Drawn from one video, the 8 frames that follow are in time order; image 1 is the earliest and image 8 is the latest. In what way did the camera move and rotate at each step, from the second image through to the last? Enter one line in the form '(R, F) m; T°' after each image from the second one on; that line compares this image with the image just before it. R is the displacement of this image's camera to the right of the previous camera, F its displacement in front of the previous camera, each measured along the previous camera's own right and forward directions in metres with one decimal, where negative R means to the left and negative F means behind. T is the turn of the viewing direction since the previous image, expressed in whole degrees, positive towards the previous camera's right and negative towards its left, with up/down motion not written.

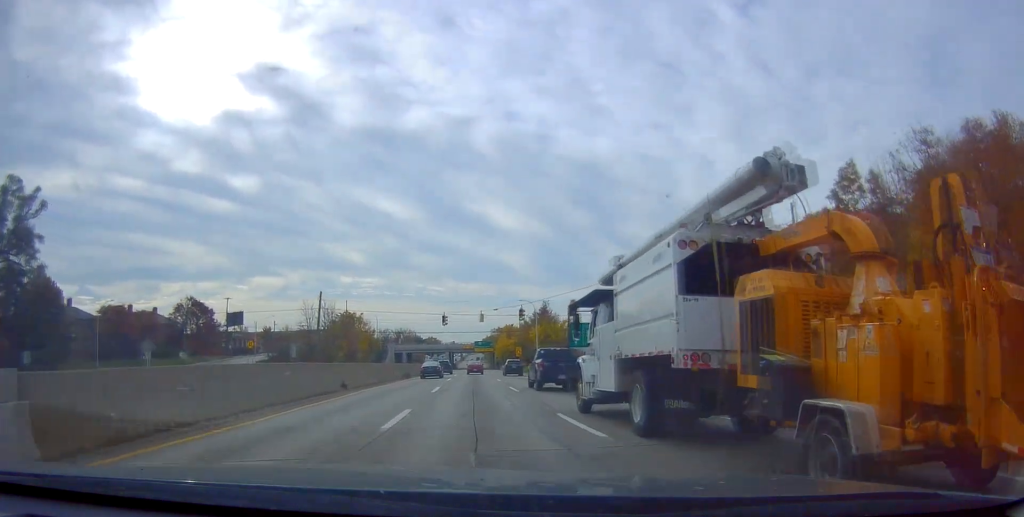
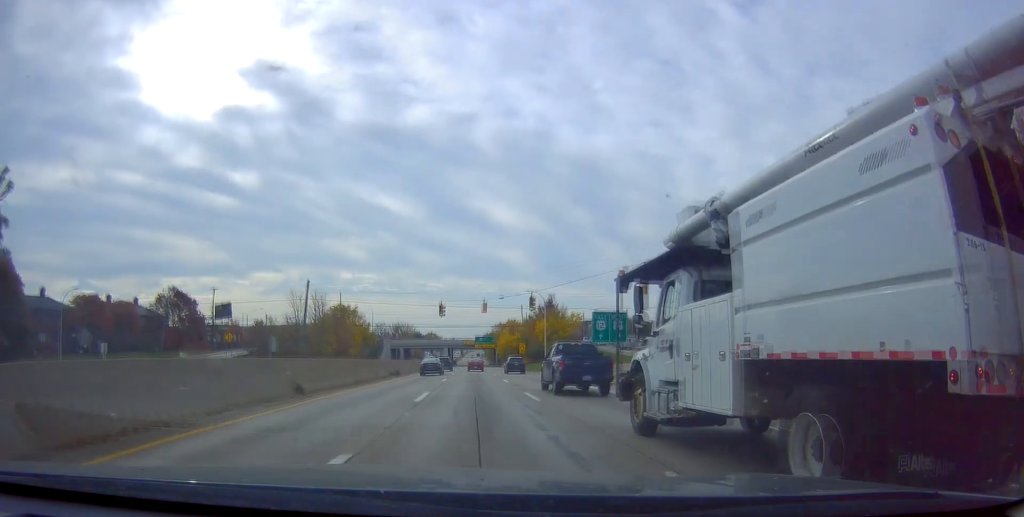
(-0.5, +8.0) m; 0°
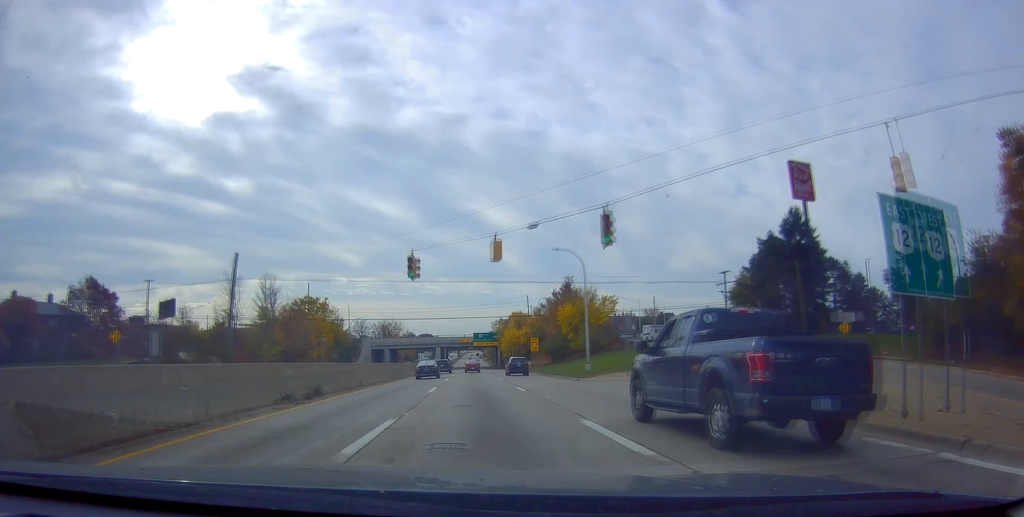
(+1.5, +25.4) m; +2°
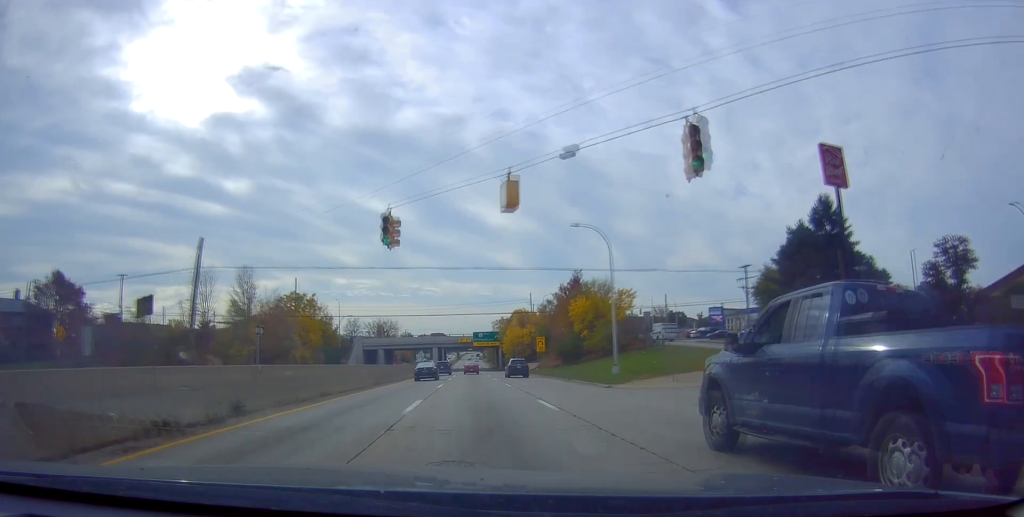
(0.0, +8.6) m; -1°
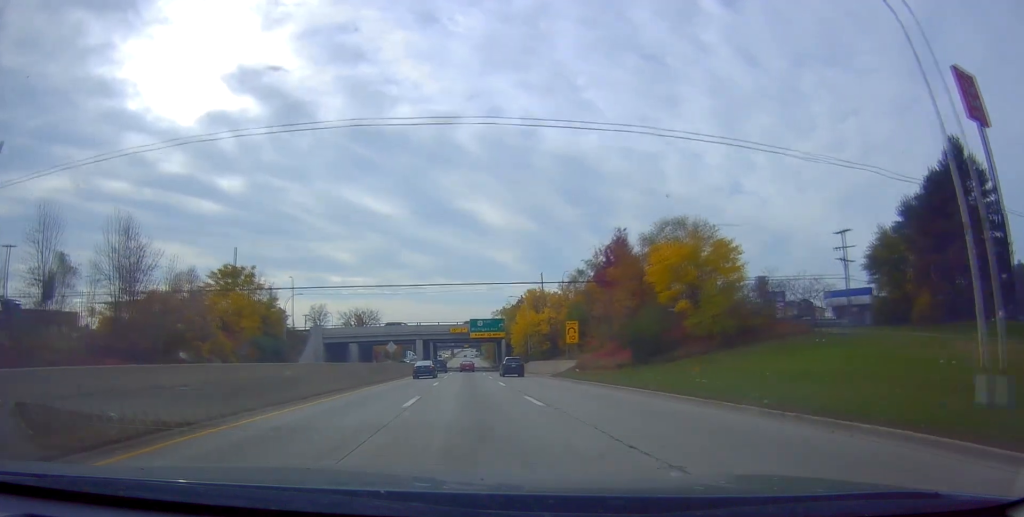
(0.0, +28.7) m; +2°
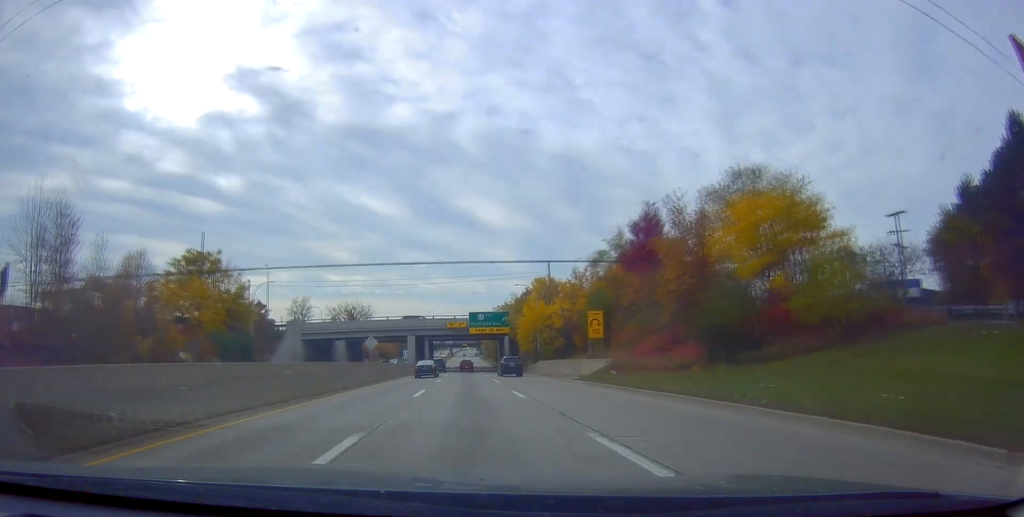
(+0.4, +10.9) m; +1°
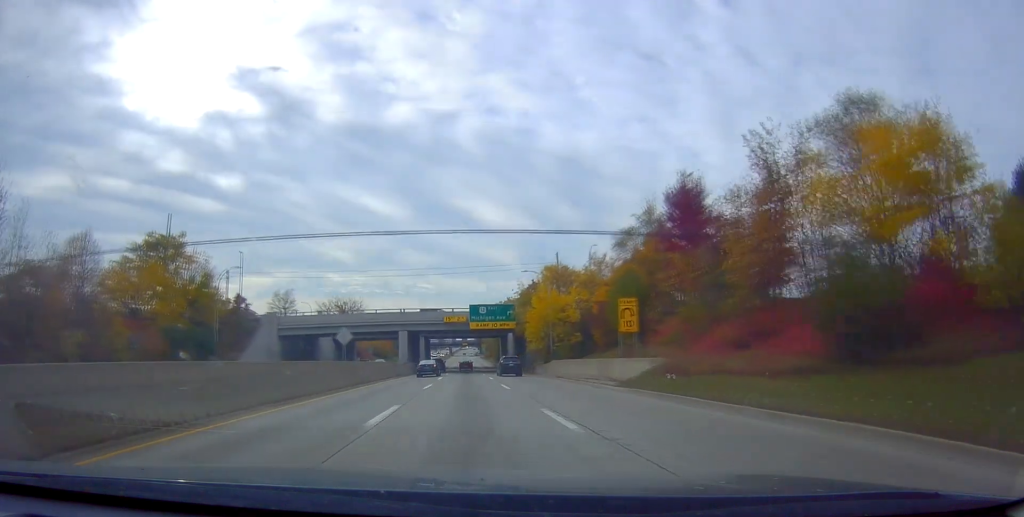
(-0.1, +9.5) m; -1°
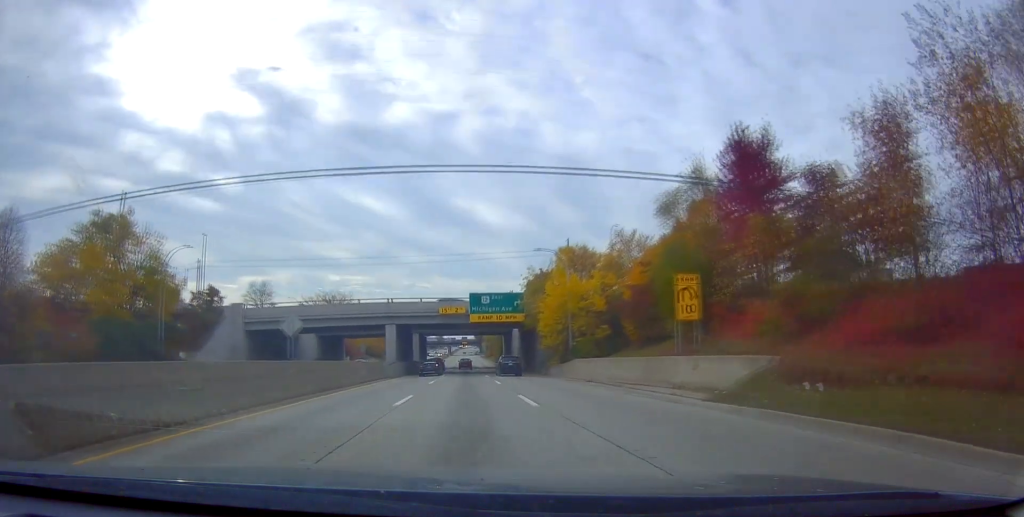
(0.0, +10.2) m; -1°
